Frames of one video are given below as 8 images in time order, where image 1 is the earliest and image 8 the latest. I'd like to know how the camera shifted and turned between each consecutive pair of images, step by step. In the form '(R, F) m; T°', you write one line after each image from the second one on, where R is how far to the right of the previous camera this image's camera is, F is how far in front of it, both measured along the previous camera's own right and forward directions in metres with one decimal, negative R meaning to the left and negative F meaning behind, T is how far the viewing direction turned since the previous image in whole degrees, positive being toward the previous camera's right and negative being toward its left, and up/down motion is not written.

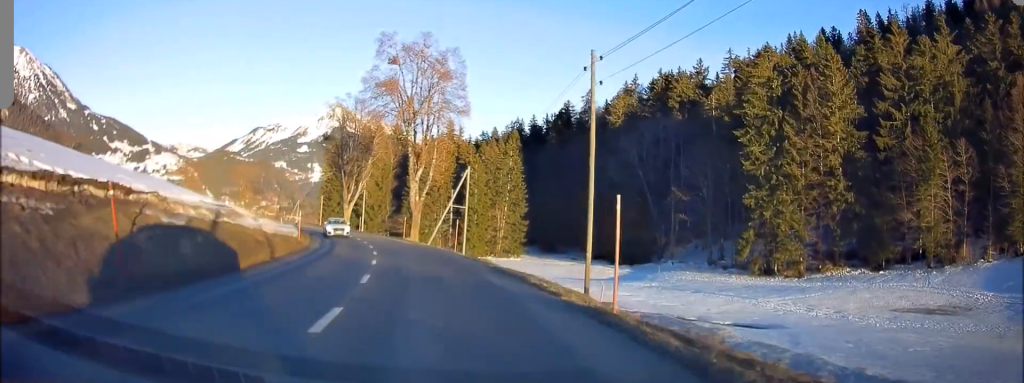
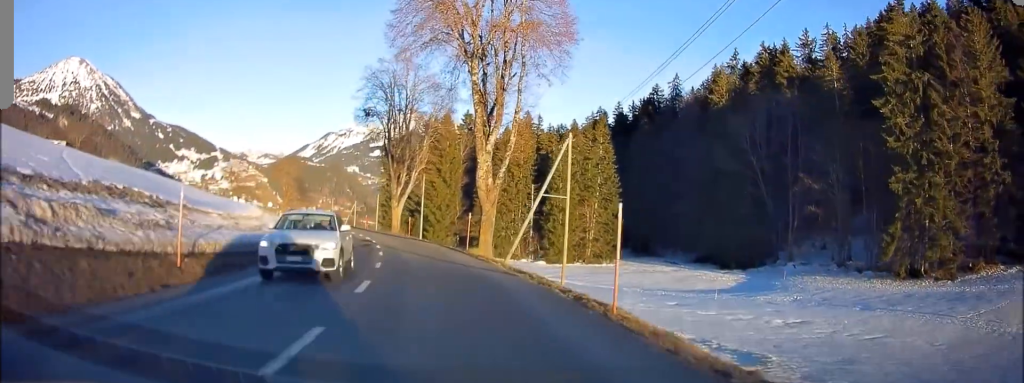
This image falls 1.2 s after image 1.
(-1.1, +21.0) m; -6°
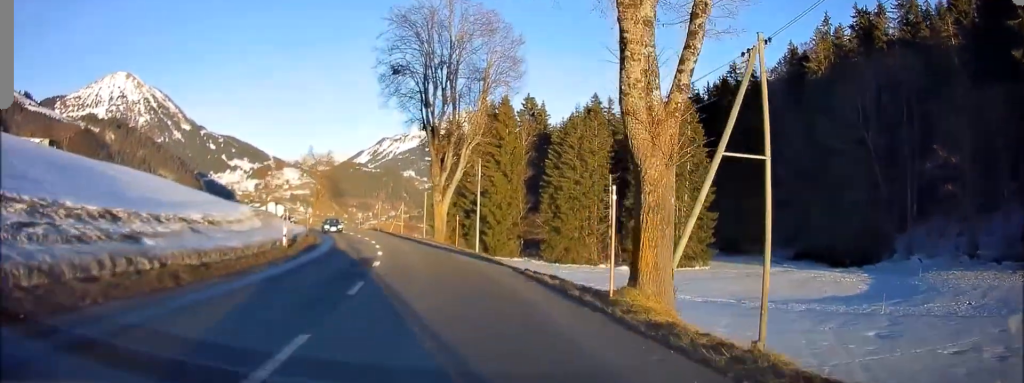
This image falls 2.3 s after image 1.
(-1.2, +20.0) m; -7°
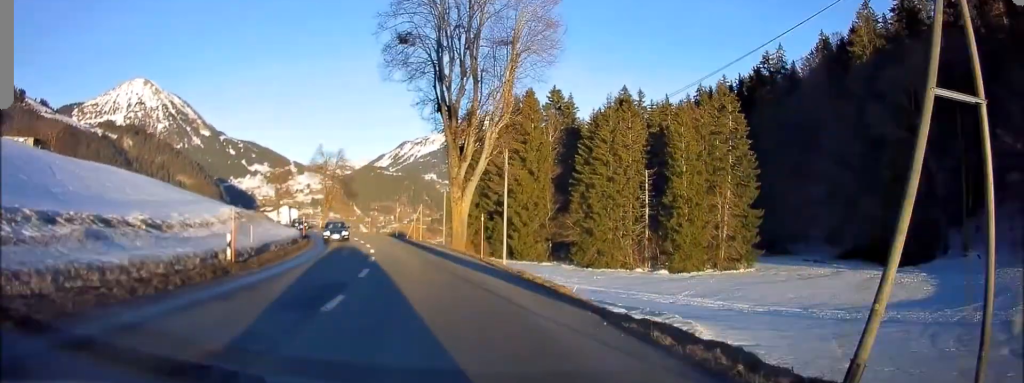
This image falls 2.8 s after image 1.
(0.0, +8.7) m; -3°
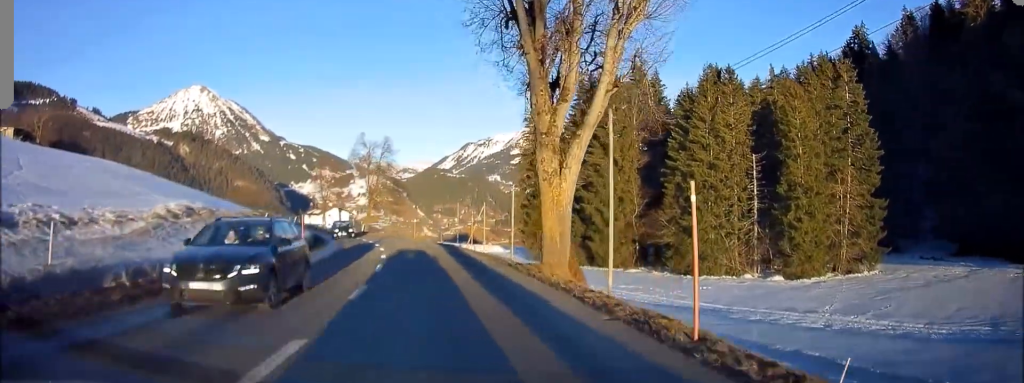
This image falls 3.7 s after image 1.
(-0.9, +18.2) m; -6°
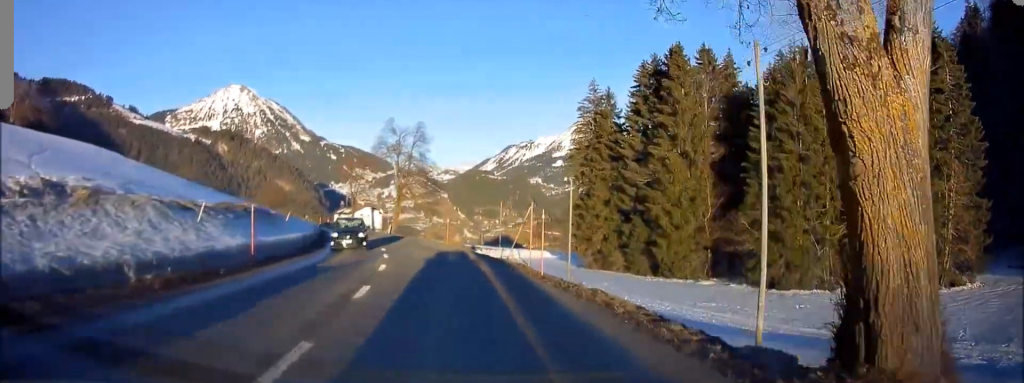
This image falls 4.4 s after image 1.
(-0.7, +15.4) m; -4°
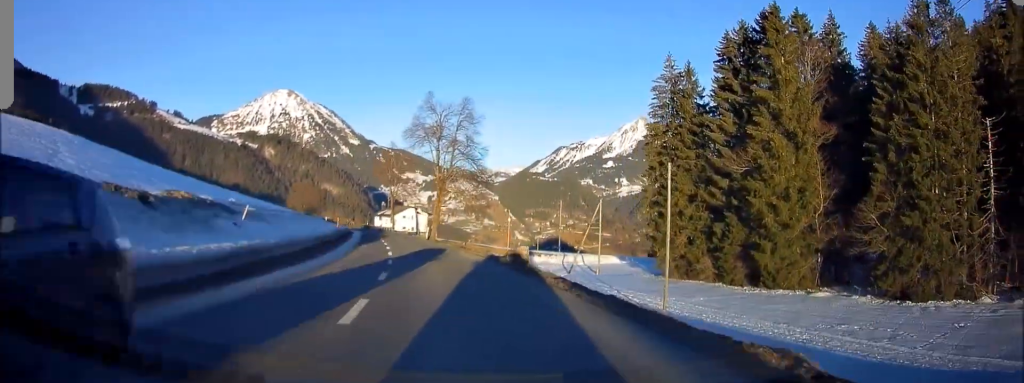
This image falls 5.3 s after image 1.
(-0.6, +16.9) m; -4°
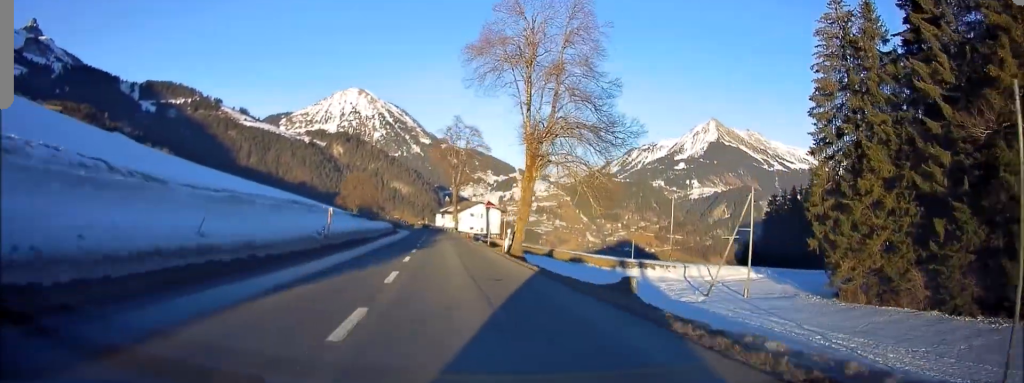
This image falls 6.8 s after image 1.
(-1.8, +27.9) m; -8°
